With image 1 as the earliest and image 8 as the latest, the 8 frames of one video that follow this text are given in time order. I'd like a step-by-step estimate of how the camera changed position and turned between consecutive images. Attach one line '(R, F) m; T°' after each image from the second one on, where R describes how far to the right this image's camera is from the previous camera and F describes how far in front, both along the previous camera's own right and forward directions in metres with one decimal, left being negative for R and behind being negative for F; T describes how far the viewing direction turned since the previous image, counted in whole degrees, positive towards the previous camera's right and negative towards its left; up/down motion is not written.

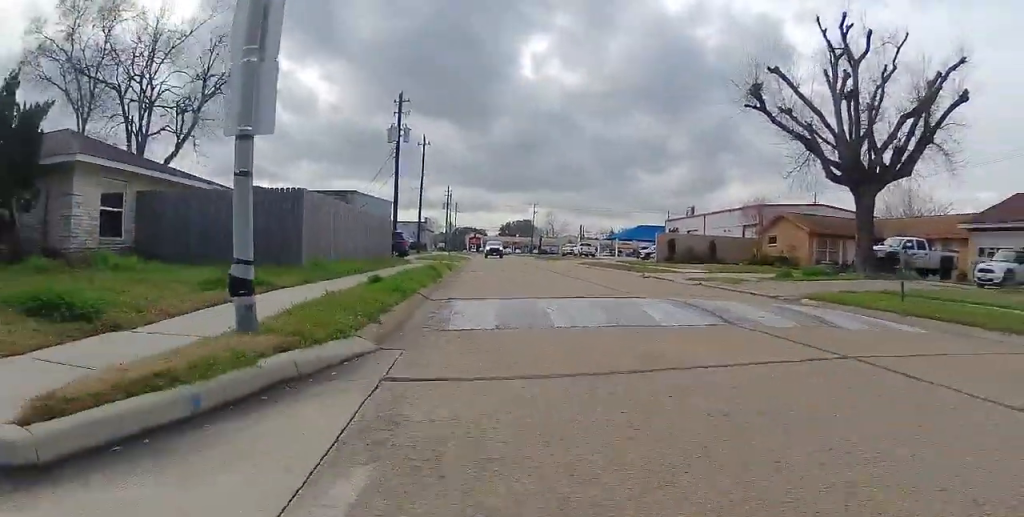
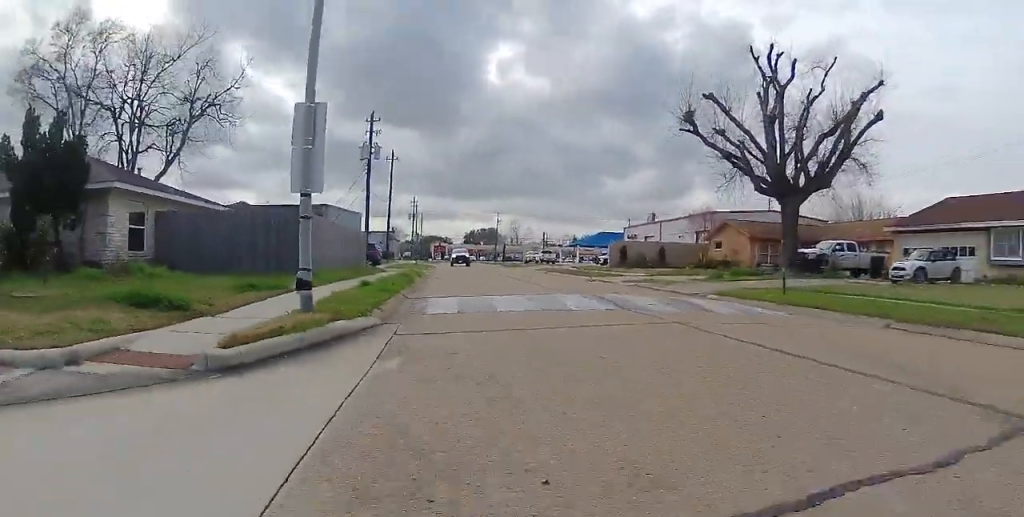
(0.0, +3.1) m; +1°
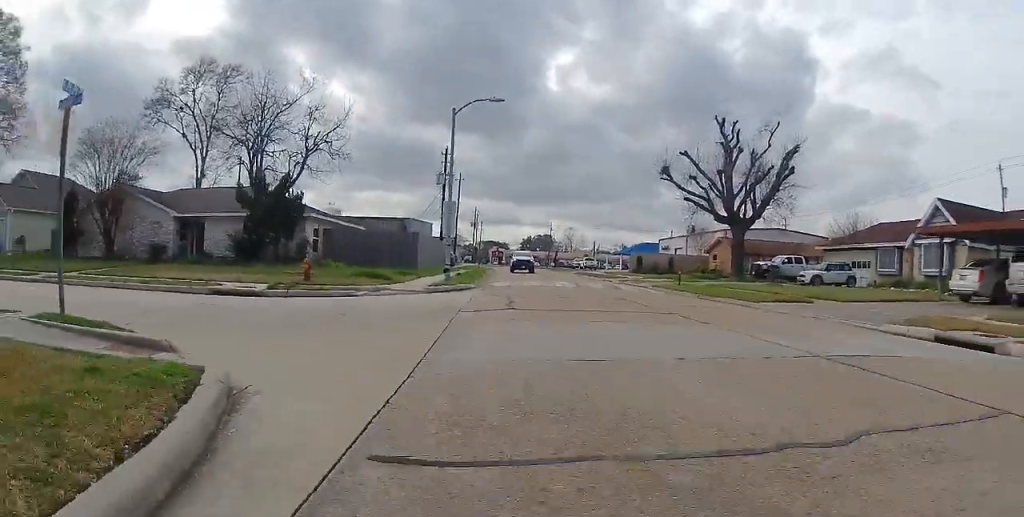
(+0.1, +12.3) m; 0°
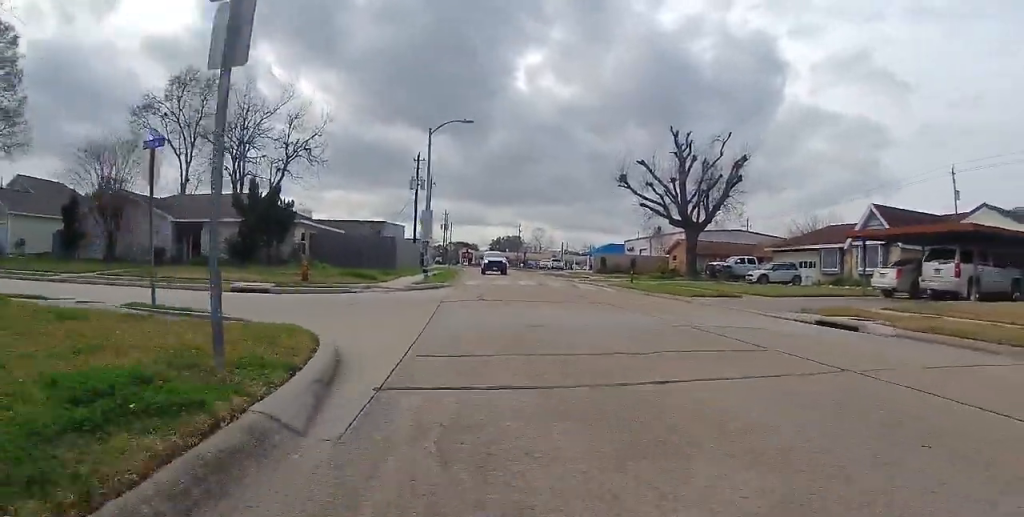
(0.0, +3.0) m; 0°
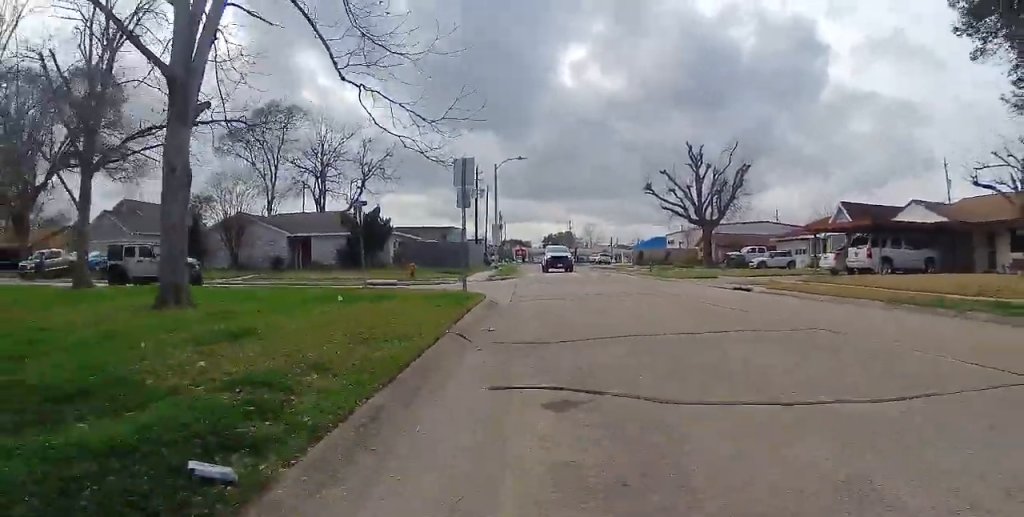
(0.0, +8.8) m; 0°
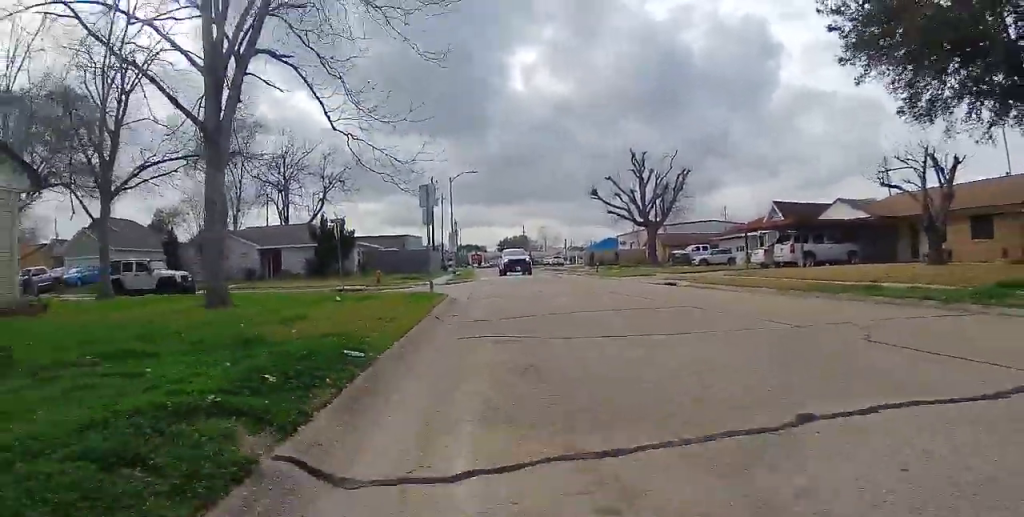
(0.0, +2.9) m; 0°
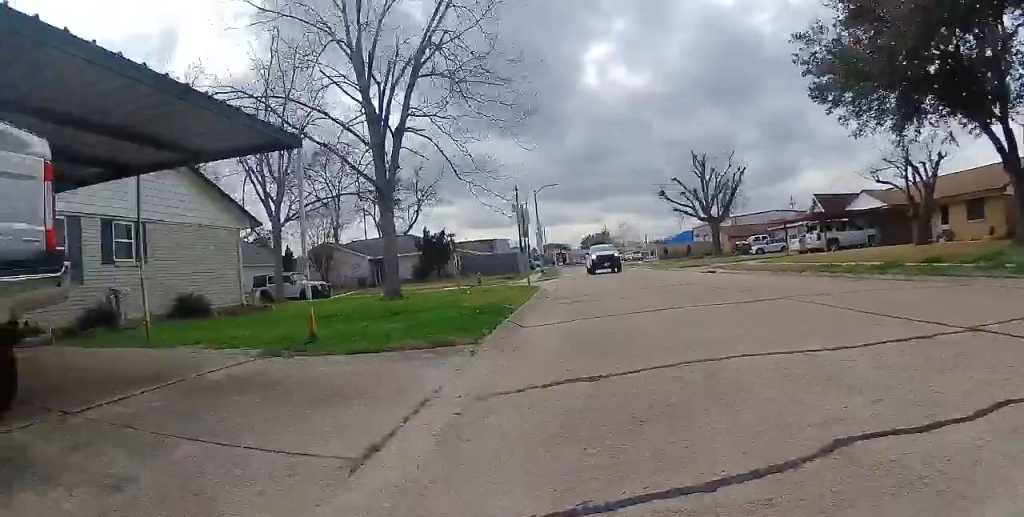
(0.0, +6.3) m; 0°
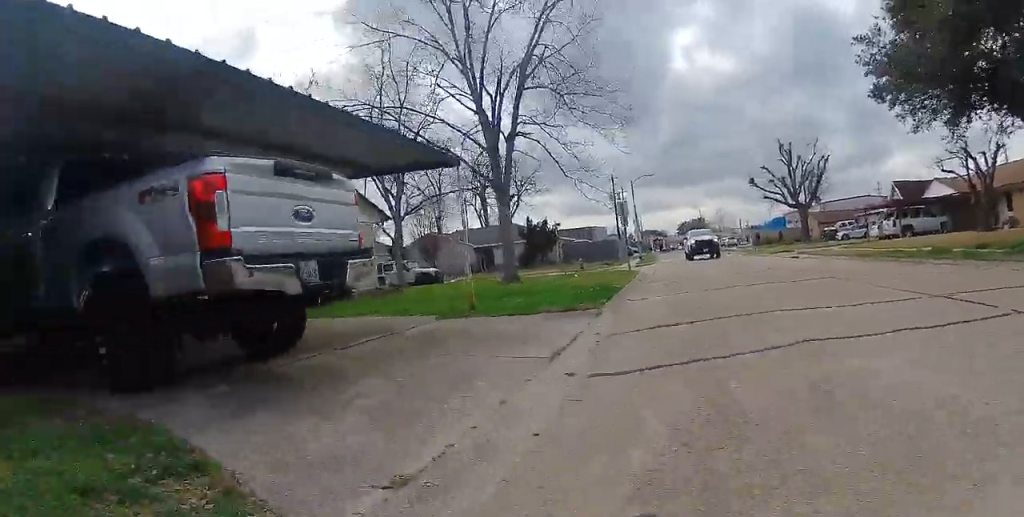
(0.0, +2.4) m; 0°
